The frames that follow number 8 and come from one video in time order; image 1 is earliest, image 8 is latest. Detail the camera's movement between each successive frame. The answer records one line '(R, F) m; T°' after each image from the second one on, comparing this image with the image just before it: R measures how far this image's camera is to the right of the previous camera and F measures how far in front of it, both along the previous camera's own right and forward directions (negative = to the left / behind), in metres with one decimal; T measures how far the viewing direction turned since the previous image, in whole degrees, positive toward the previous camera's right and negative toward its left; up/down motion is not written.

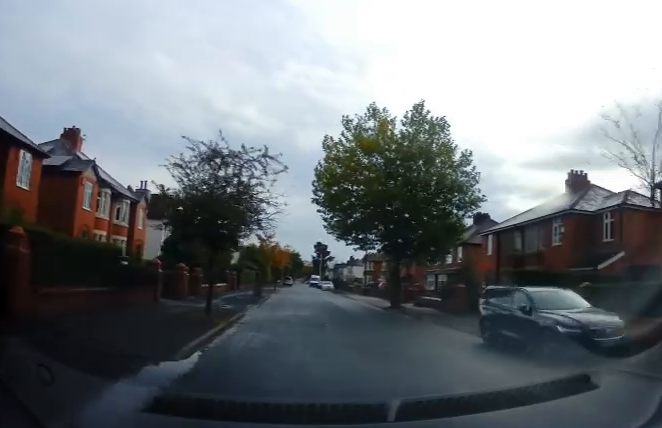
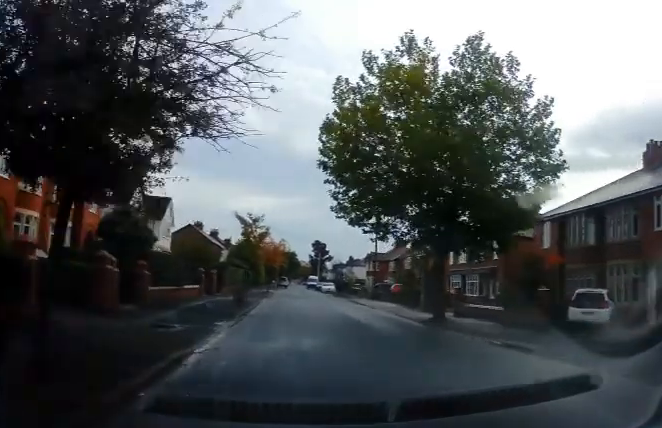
(-0.3, +8.1) m; +5°
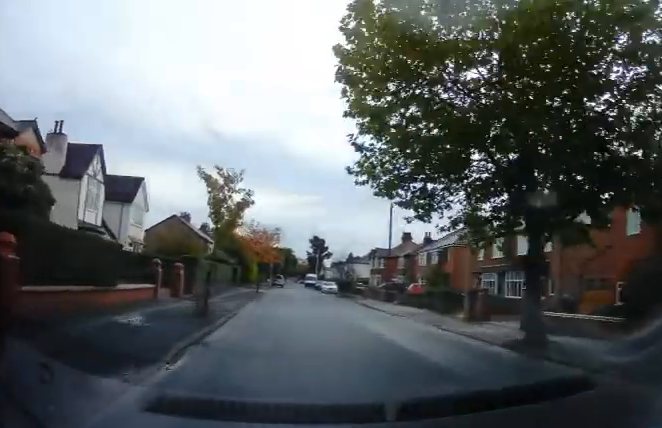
(+0.7, +7.7) m; 0°
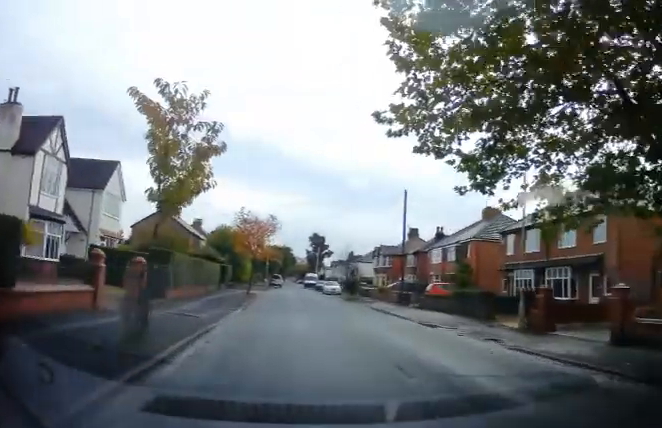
(-1.4, +5.0) m; +2°
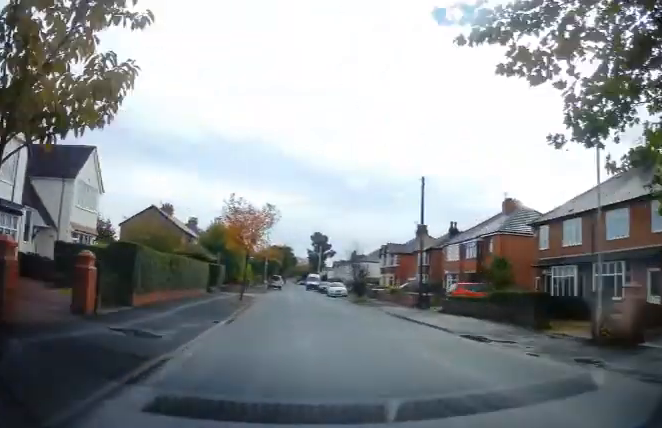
(+1.2, +4.4) m; +5°
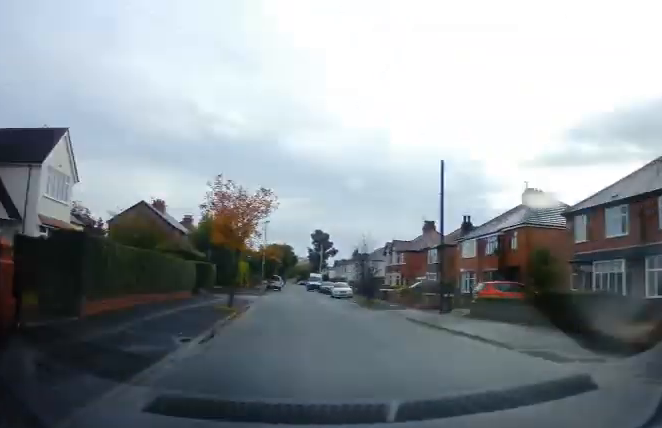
(+0.7, +4.2) m; +4°
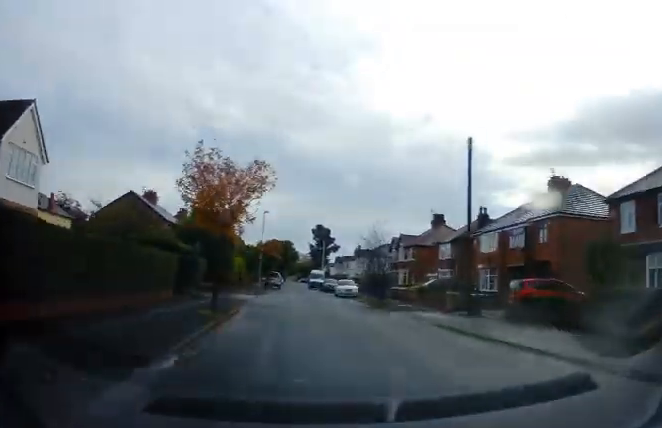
(-0.4, +4.0) m; -3°
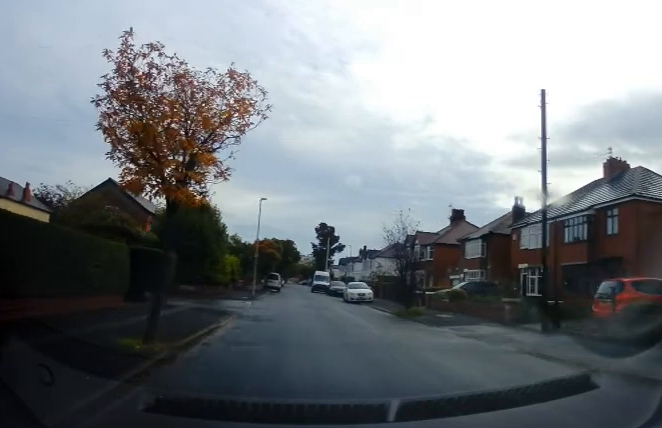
(-0.4, +6.9) m; -5°
